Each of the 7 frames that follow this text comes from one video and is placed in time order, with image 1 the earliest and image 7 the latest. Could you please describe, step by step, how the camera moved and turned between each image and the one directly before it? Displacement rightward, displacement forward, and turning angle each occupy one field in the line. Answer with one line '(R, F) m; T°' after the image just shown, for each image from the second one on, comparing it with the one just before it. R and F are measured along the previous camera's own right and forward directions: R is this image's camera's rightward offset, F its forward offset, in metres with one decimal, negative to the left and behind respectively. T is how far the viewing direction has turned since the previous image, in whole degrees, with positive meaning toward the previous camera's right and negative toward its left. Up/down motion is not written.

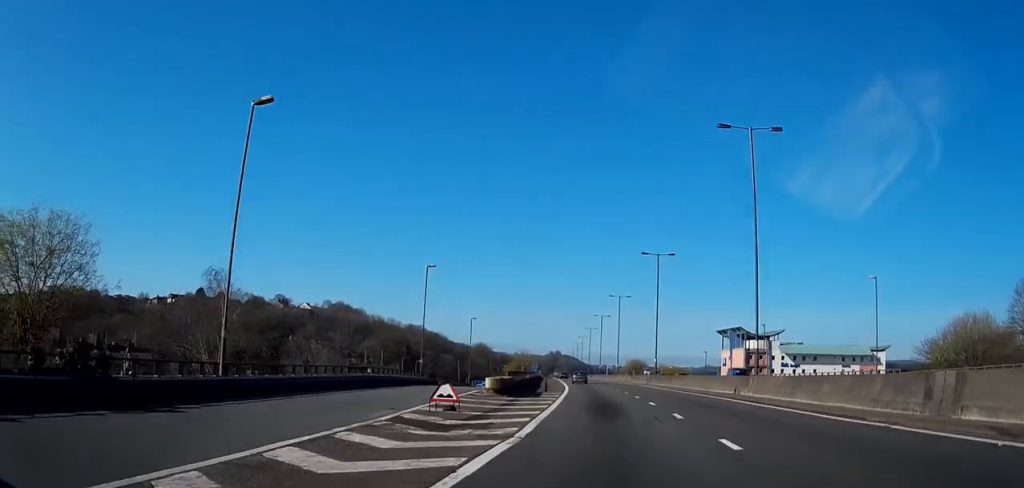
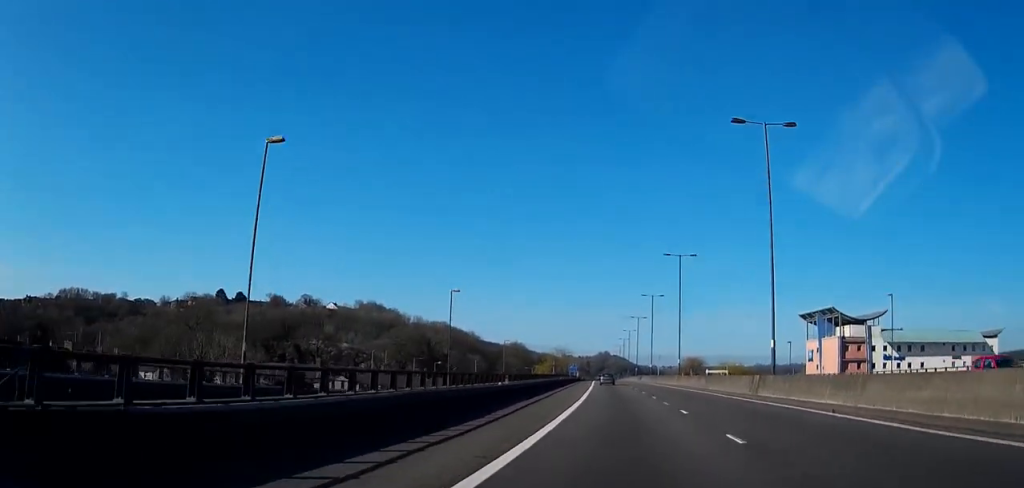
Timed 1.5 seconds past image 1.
(-1.4, +39.6) m; -4°
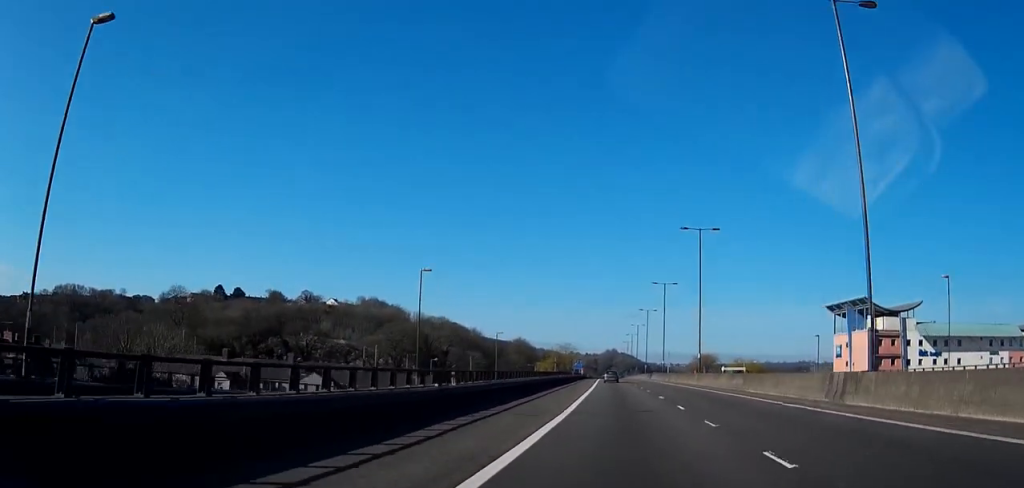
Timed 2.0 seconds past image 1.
(-0.2, +13.2) m; -1°
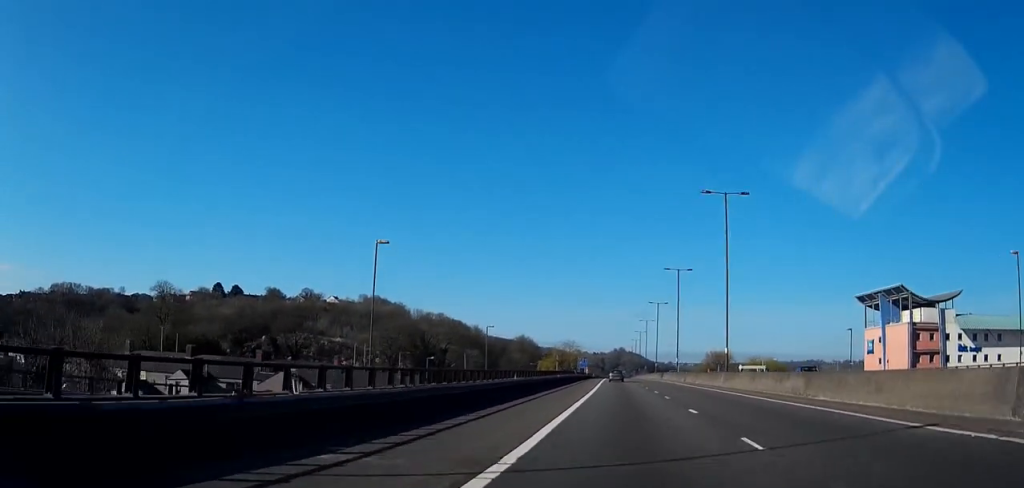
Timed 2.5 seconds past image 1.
(-0.1, +12.4) m; -1°
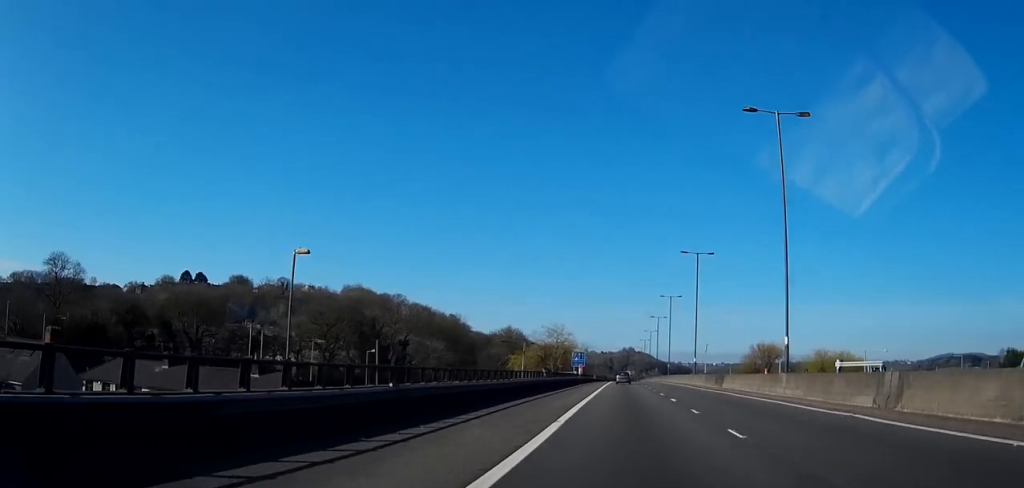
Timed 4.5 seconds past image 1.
(-0.4, +54.4) m; 0°
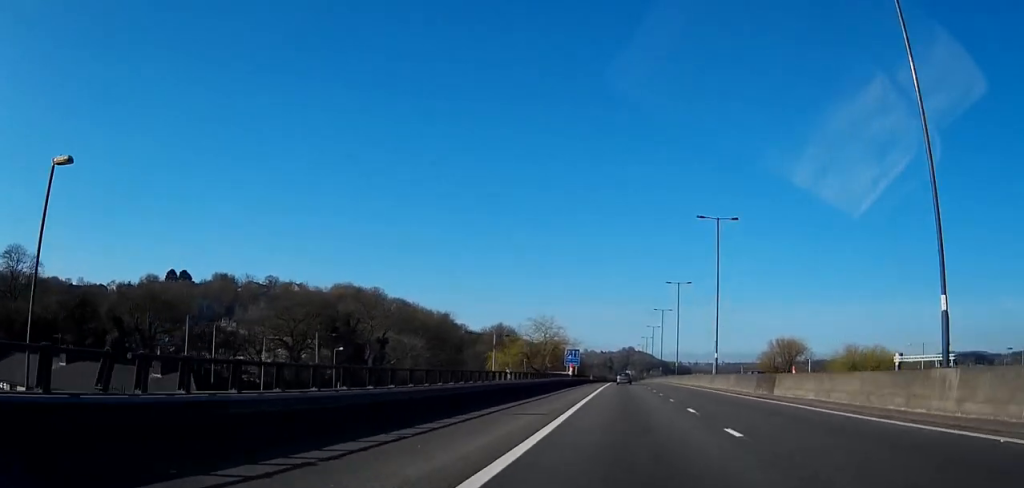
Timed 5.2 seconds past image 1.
(+0.1, +17.0) m; 0°
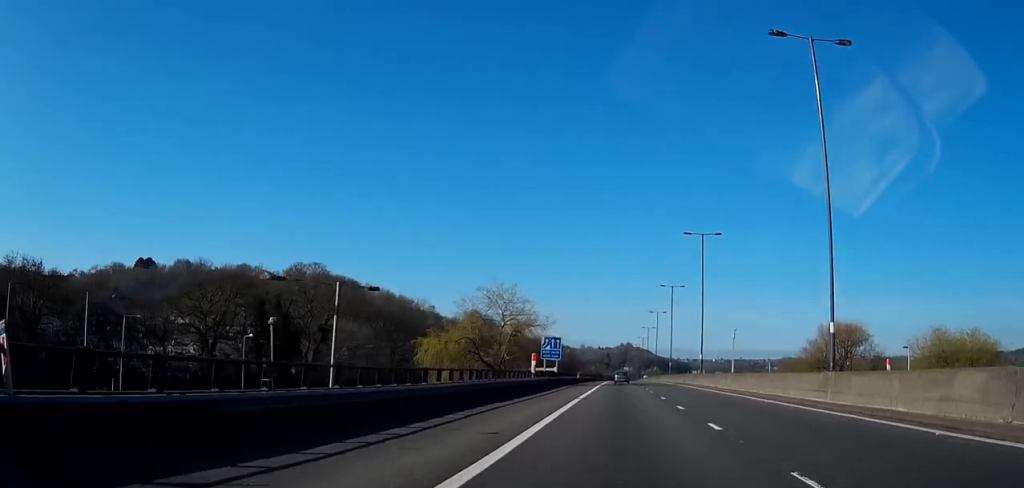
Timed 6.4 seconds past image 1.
(+0.3, +32.3) m; +1°
